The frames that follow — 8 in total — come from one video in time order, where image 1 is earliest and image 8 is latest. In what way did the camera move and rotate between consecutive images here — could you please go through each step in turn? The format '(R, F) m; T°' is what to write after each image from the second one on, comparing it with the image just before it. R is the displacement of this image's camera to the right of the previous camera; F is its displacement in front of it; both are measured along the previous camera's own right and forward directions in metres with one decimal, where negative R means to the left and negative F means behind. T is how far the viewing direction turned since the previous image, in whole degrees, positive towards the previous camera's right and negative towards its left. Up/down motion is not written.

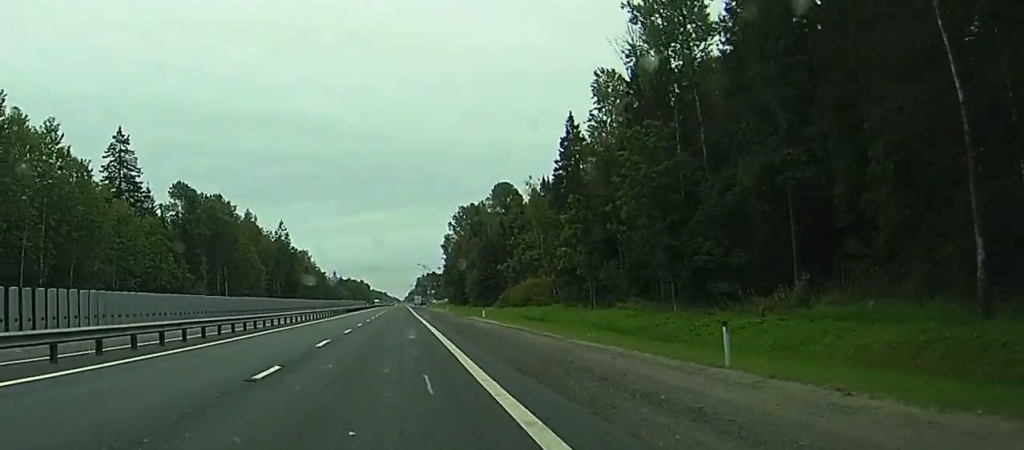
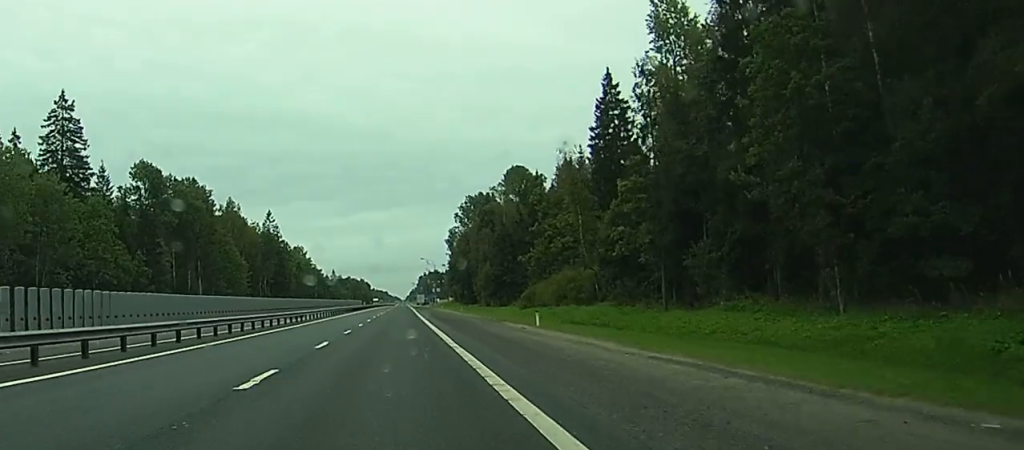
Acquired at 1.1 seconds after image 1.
(0.0, +25.4) m; 0°
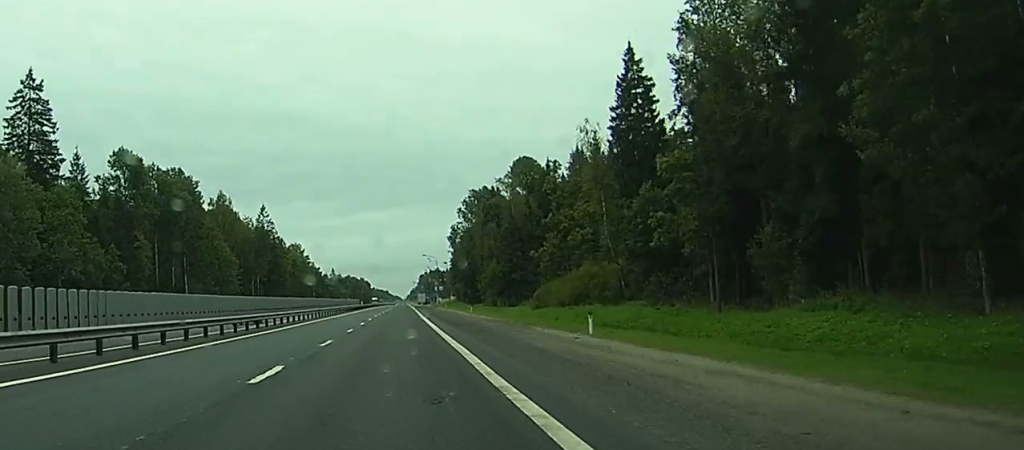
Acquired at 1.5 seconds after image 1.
(0.0, +11.0) m; 0°
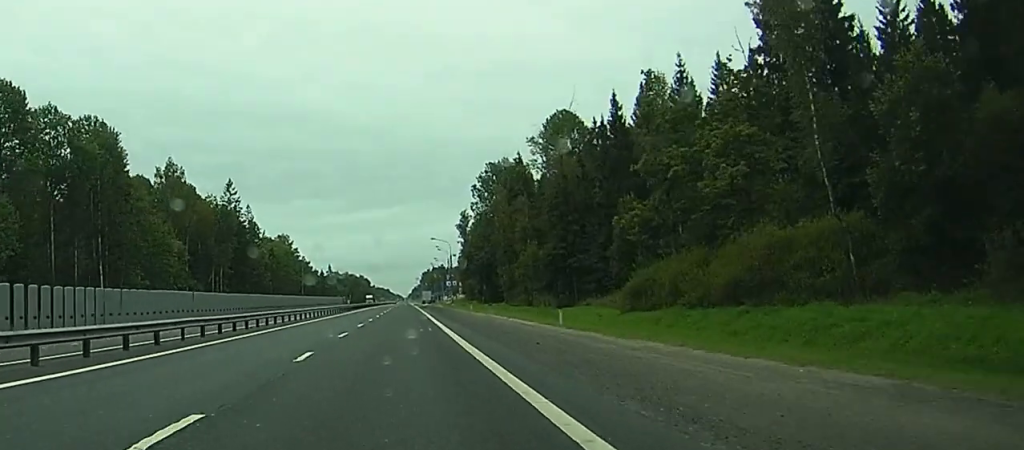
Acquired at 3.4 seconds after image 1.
(-0.1, +43.2) m; 0°
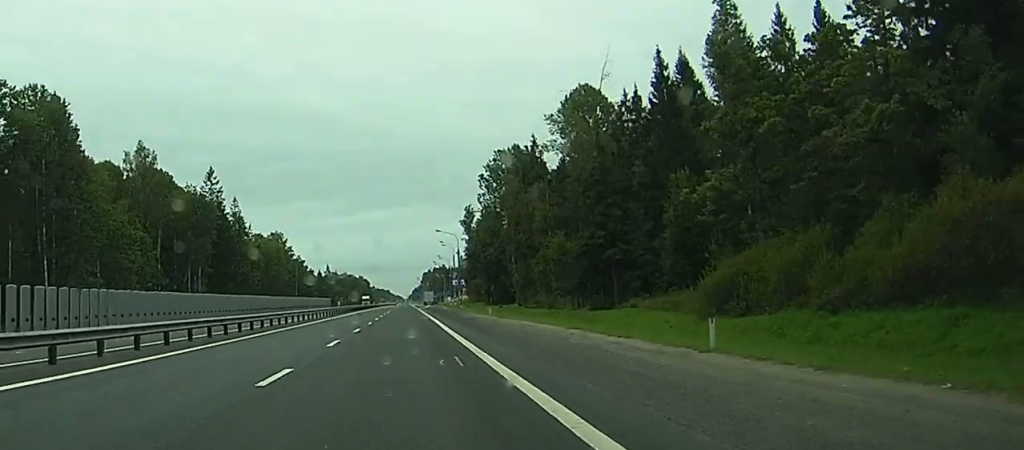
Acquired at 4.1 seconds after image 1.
(+0.1, +17.3) m; 0°
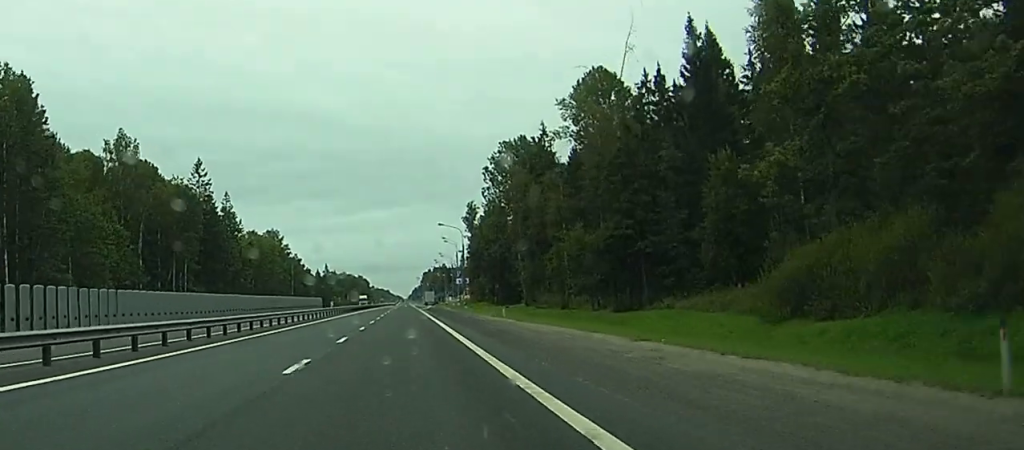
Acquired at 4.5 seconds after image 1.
(0.0, +9.4) m; 0°
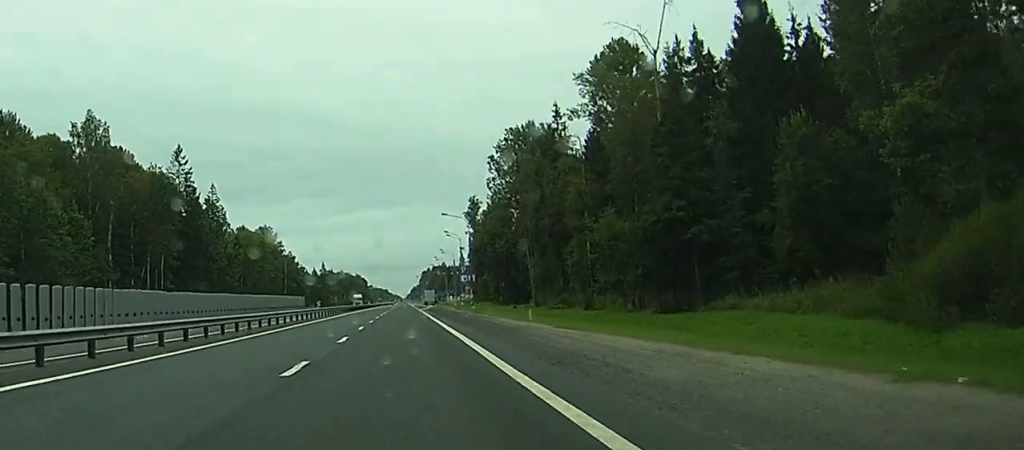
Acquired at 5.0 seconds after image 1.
(0.0, +12.5) m; 0°
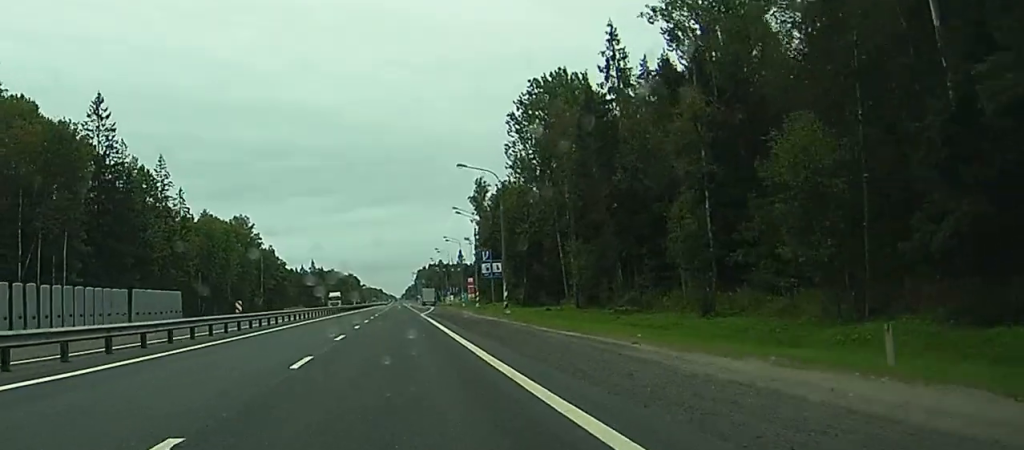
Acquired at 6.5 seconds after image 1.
(+0.1, +34.9) m; 0°
